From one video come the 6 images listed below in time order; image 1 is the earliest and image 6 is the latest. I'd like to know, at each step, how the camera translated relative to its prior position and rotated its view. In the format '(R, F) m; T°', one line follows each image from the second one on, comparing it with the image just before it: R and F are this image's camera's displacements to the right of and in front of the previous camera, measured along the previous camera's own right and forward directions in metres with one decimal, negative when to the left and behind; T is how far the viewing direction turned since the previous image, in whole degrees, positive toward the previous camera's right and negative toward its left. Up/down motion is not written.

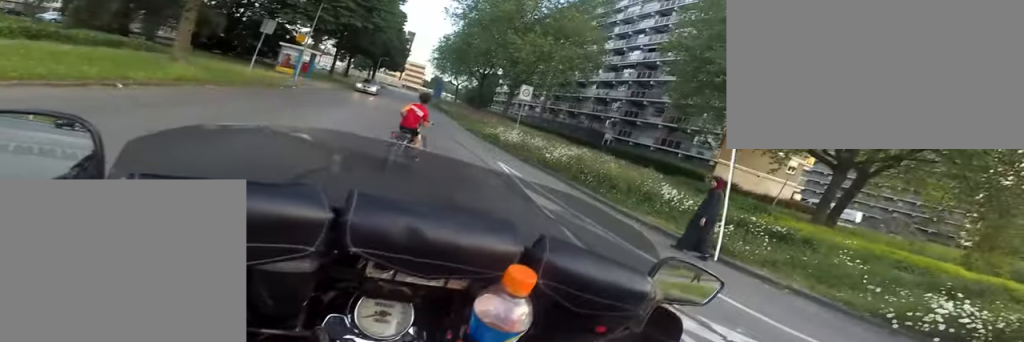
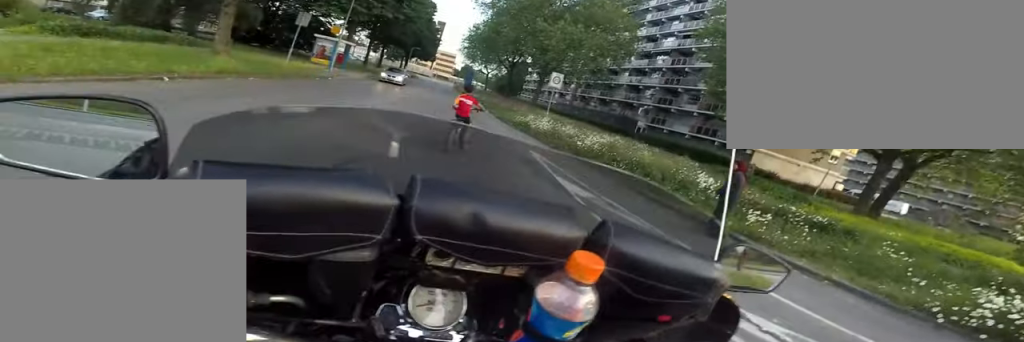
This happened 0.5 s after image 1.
(0.0, 0.0) m; 0°
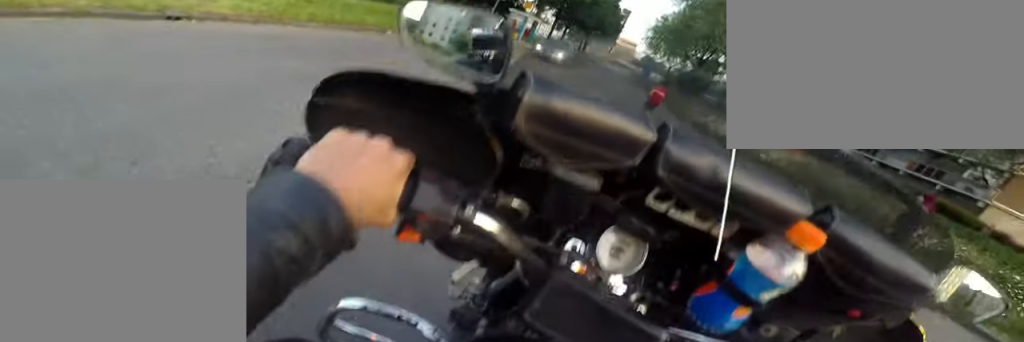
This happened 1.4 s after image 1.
(0.0, 0.0) m; 0°
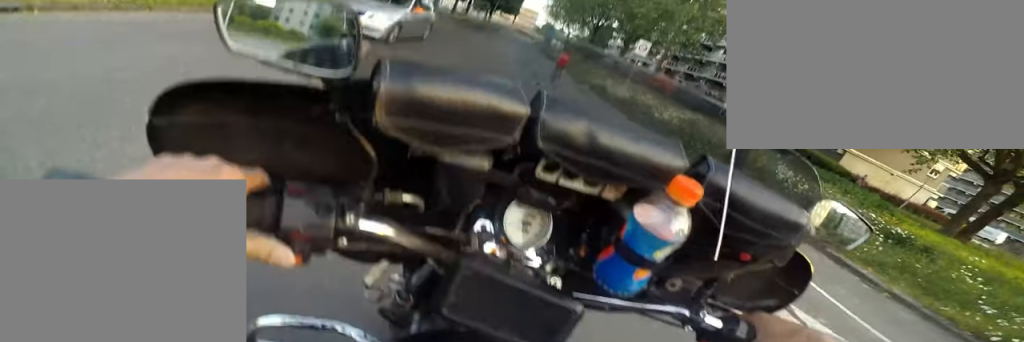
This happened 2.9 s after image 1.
(0.0, 0.0) m; 0°
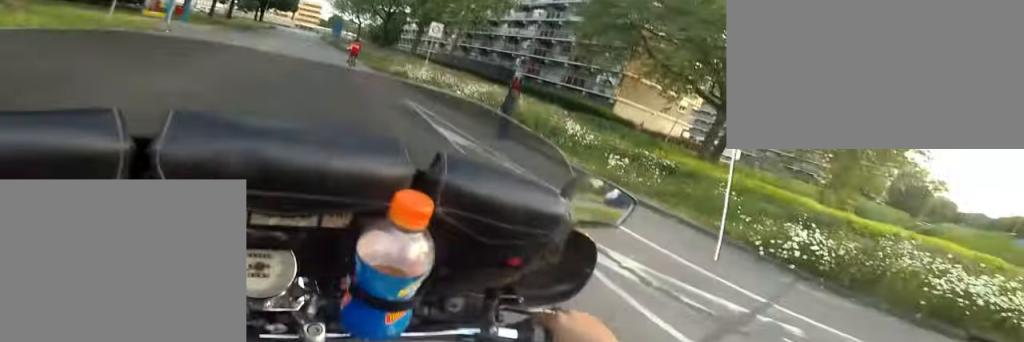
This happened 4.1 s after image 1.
(0.0, +0.8) m; +2°
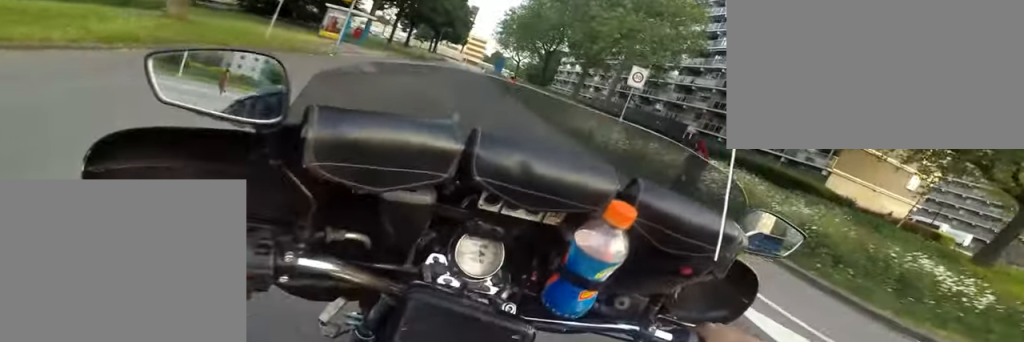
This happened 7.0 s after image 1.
(+1.6, +7.0) m; +7°
